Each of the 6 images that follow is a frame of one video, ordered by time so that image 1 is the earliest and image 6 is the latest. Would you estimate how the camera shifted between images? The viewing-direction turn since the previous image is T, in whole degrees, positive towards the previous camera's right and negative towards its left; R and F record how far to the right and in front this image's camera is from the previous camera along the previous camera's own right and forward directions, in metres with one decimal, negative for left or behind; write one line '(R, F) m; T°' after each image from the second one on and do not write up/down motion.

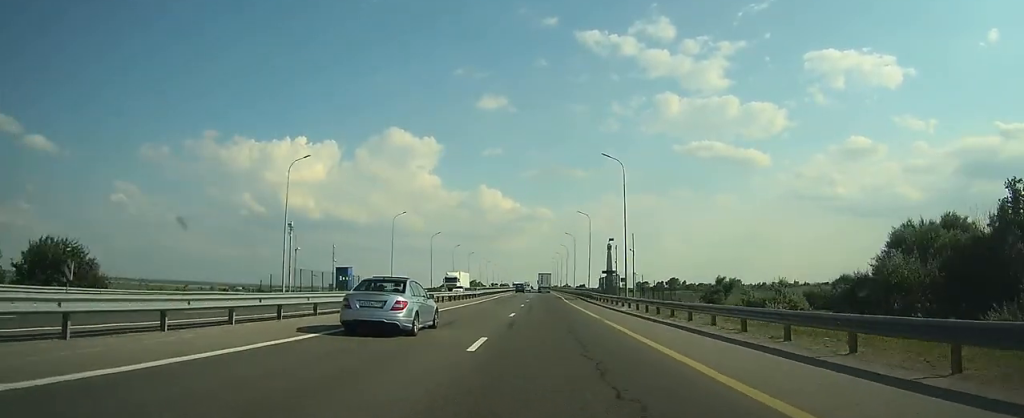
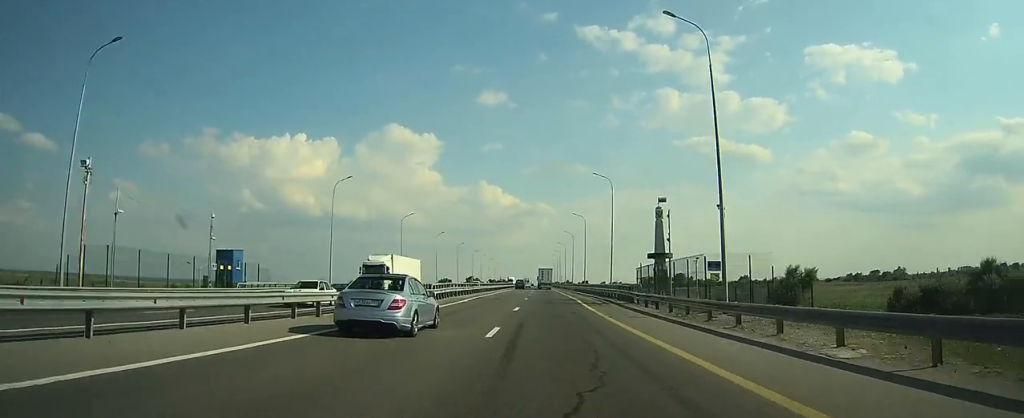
(0.0, +26.5) m; 0°
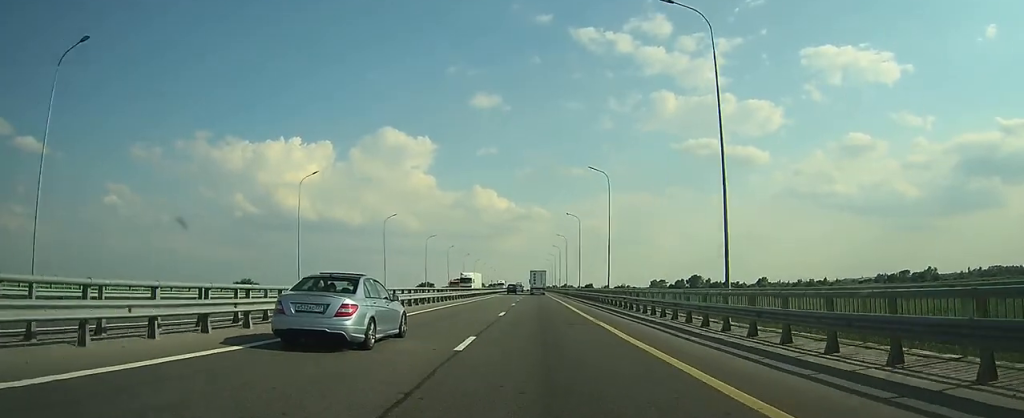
(-0.9, +73.7) m; -1°
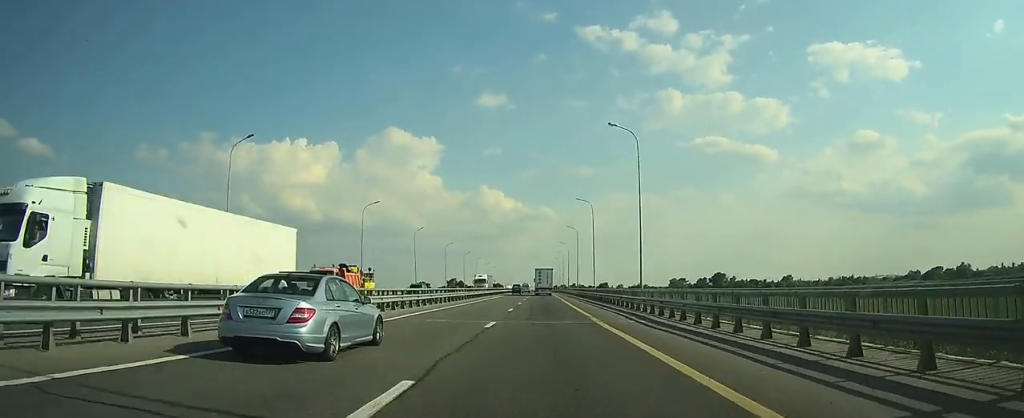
(0.0, +49.2) m; 0°
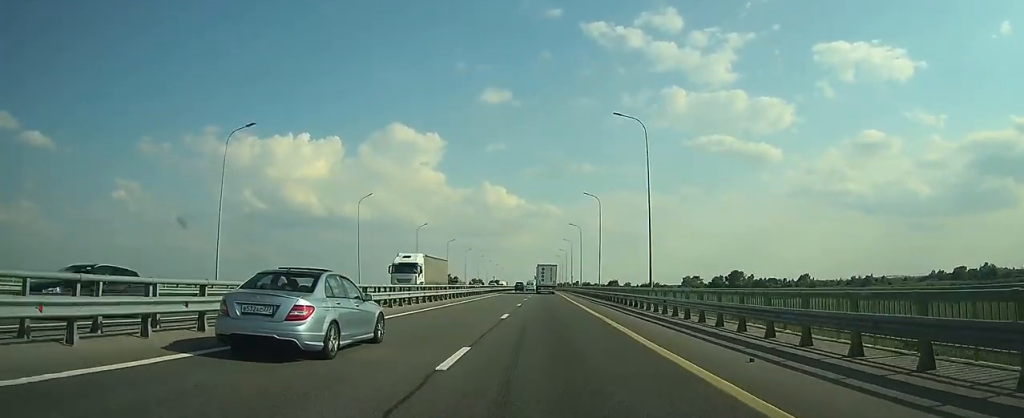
(0.0, +35.6) m; 0°
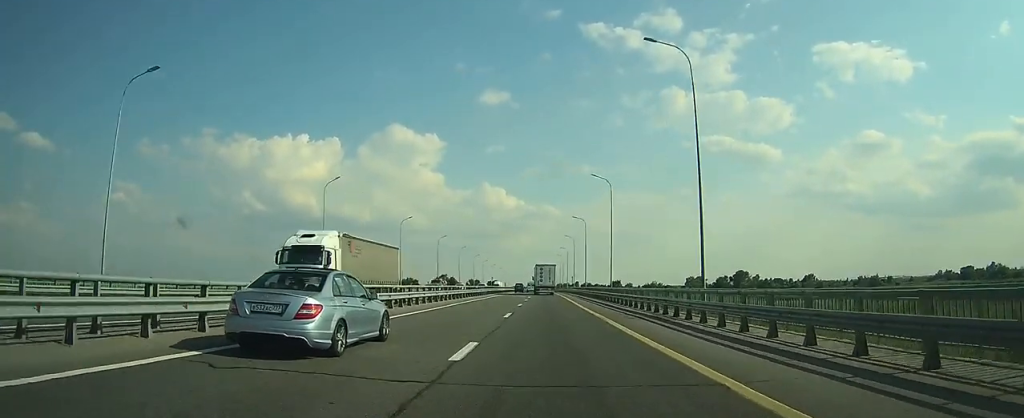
(0.0, +12.1) m; 0°
